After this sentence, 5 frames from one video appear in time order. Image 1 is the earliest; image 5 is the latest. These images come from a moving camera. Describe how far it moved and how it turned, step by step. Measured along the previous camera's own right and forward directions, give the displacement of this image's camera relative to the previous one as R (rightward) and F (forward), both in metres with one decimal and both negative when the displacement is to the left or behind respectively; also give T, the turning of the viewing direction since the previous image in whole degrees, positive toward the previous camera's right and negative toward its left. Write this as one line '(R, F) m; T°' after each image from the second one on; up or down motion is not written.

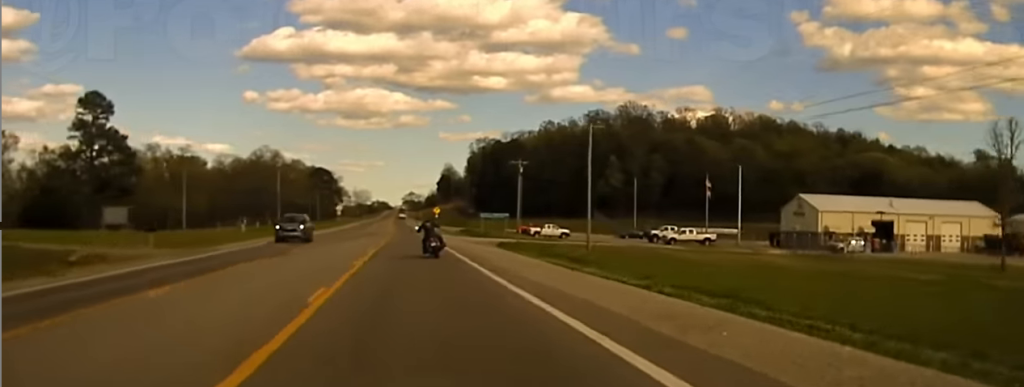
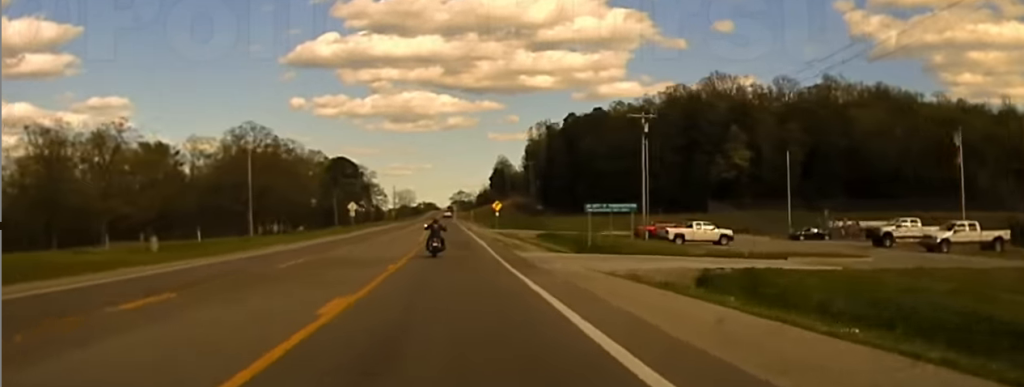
(-4.0, +39.7) m; -6°
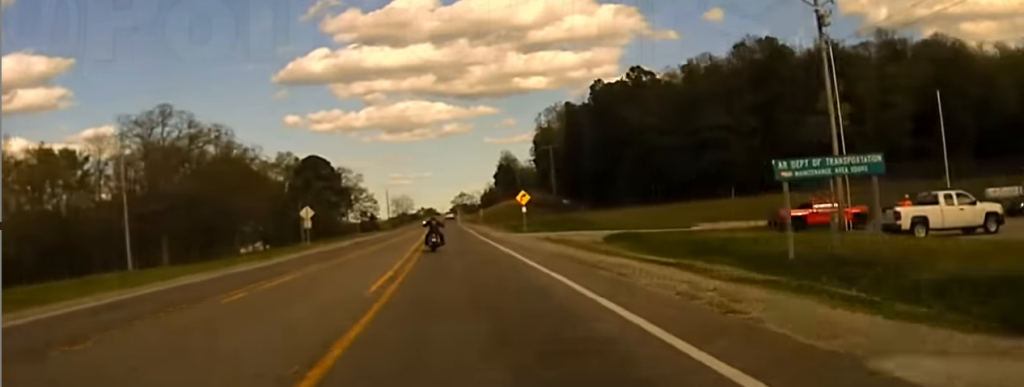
(0.0, +37.5) m; 0°
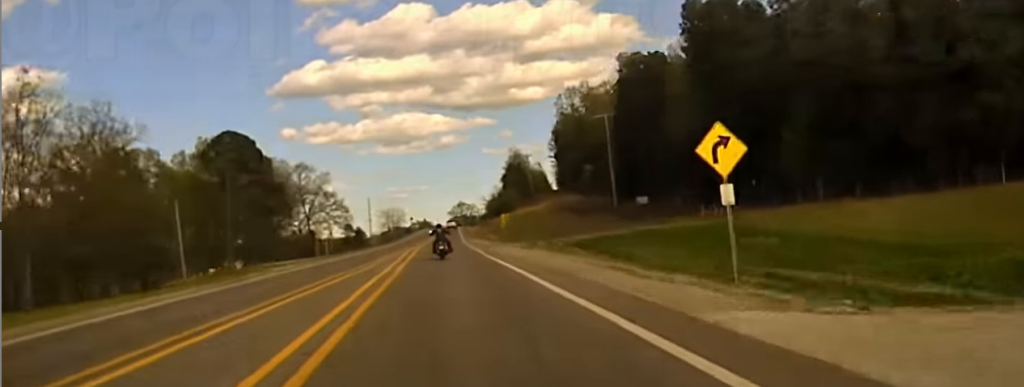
(0.0, +57.3) m; 0°
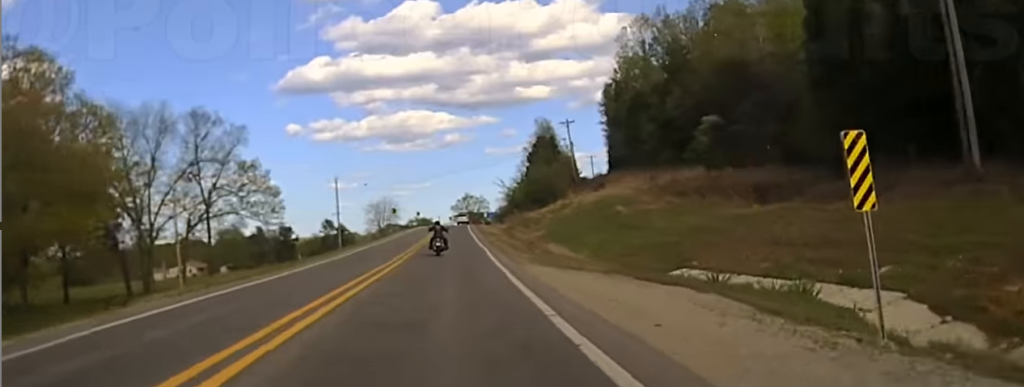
(0.0, +72.9) m; 0°
